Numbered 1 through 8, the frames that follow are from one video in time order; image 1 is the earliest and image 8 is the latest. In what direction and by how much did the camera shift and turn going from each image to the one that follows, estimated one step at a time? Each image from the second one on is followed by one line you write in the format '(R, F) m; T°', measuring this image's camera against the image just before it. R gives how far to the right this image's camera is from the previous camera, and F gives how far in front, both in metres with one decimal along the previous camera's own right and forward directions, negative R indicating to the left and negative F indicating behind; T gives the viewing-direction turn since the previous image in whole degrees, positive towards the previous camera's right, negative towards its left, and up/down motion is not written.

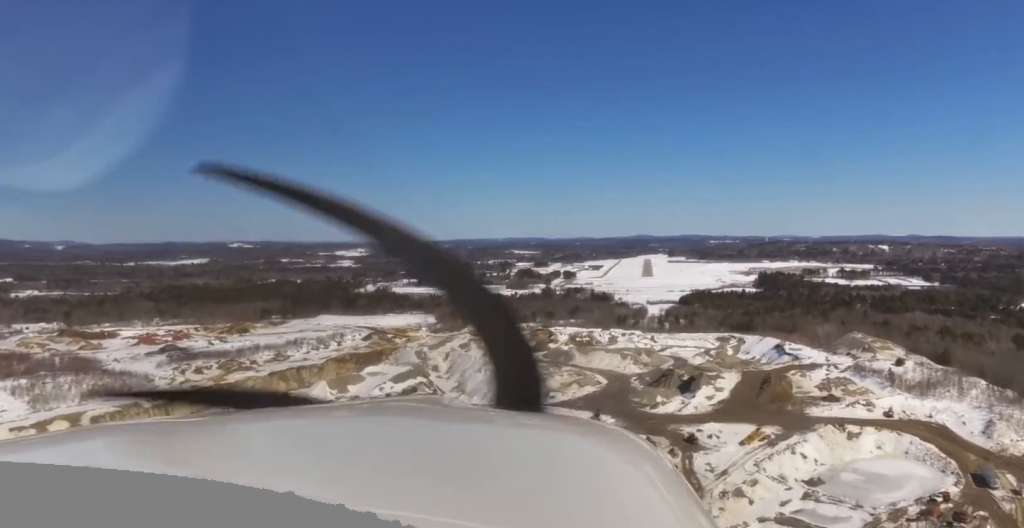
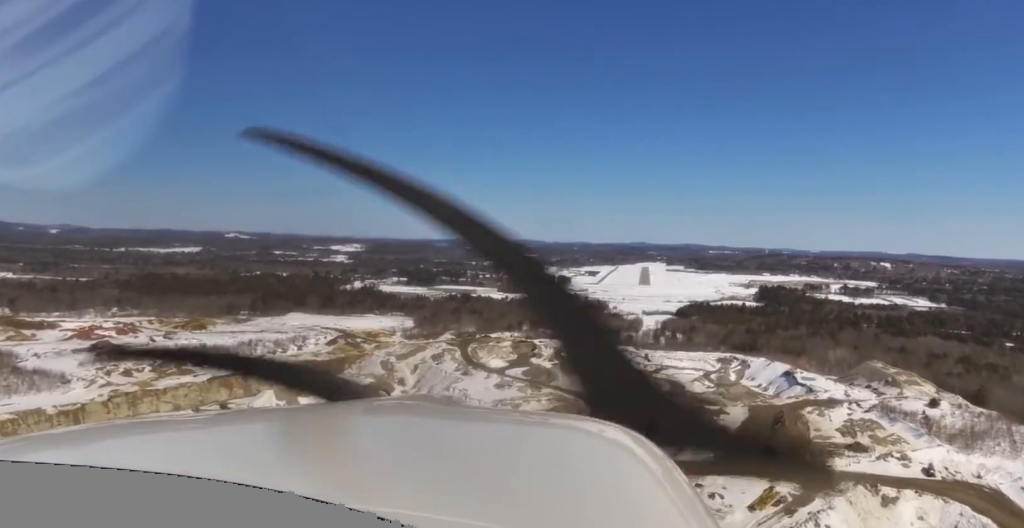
(+0.9, +60.4) m; +1°
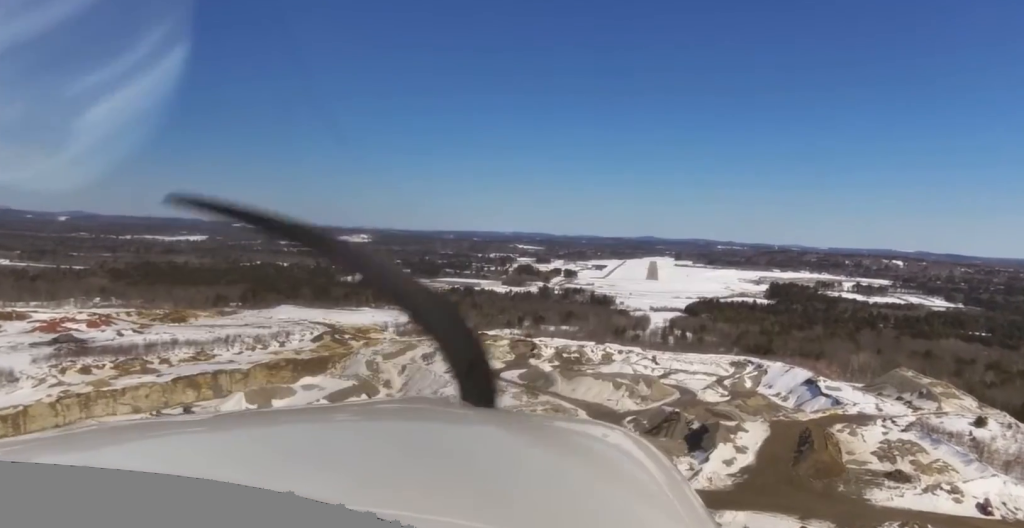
(0.0, +41.2) m; 0°
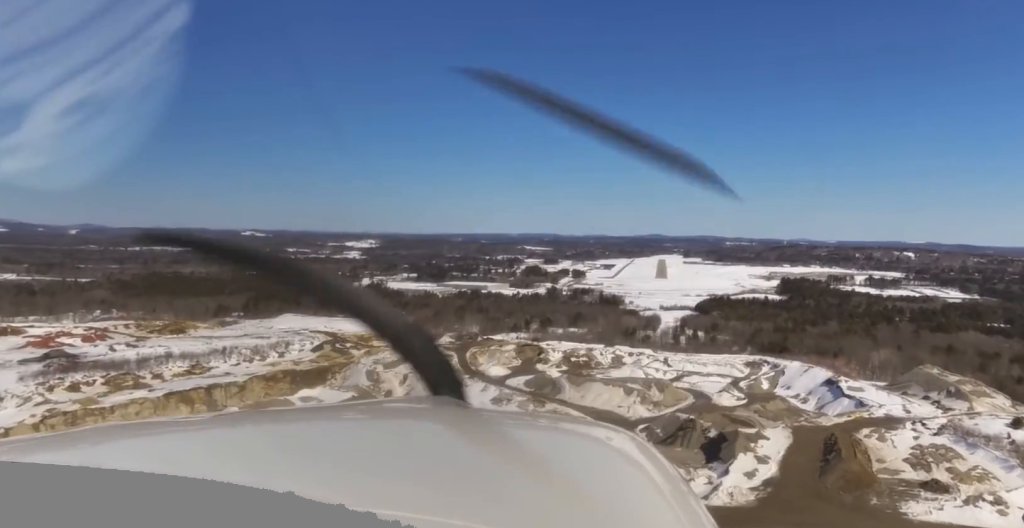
(0.0, +18.6) m; 0°
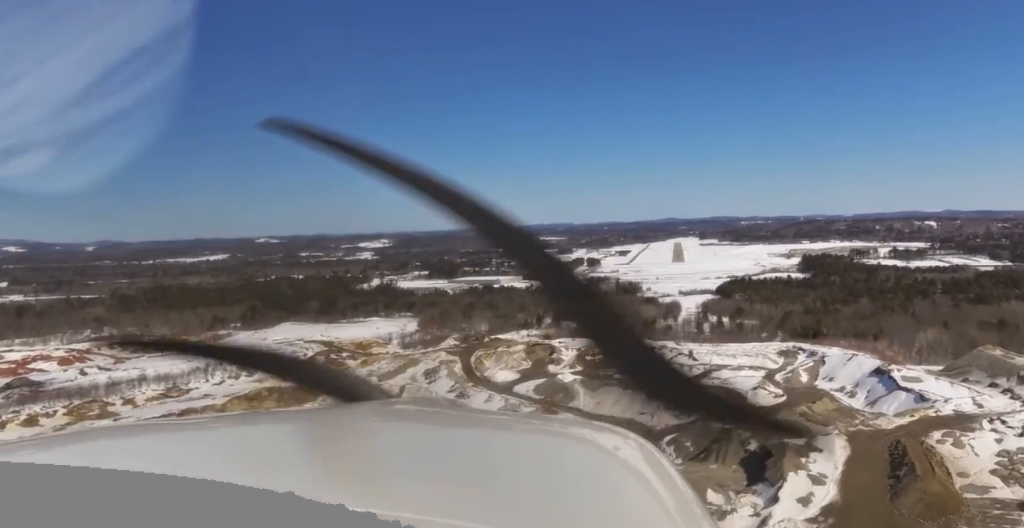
(+0.1, +46.4) m; +1°
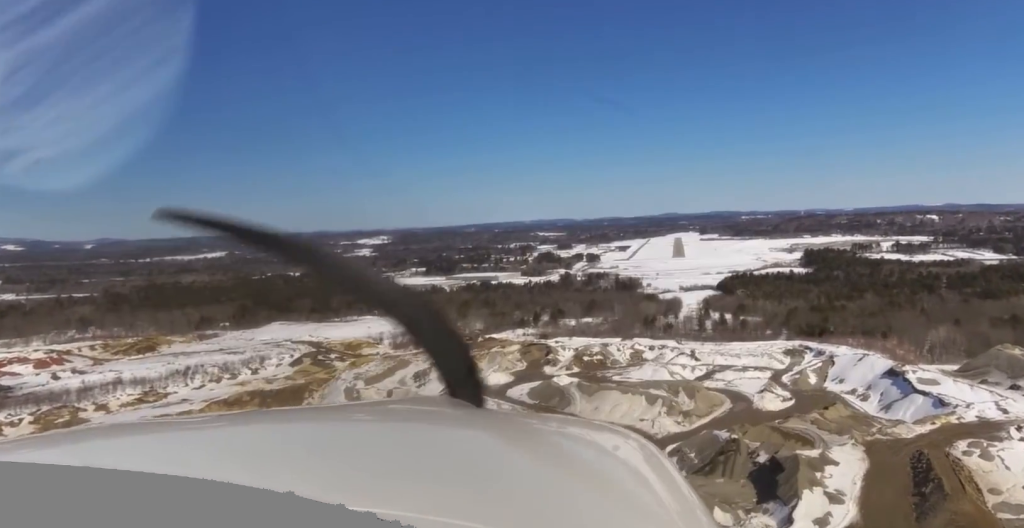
(+0.4, +19.2) m; -1°
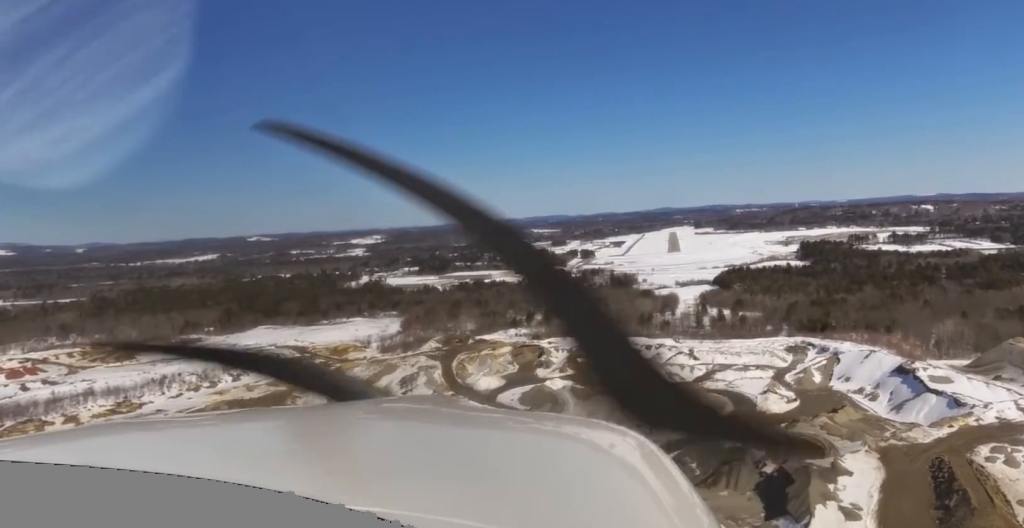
(+0.2, +16.7) m; -1°
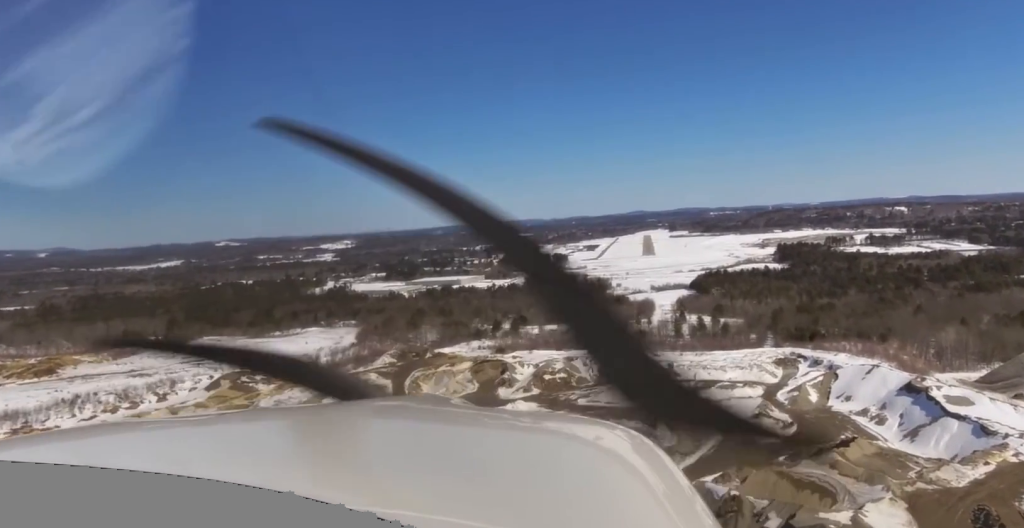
(-1.4, +39.1) m; -1°
